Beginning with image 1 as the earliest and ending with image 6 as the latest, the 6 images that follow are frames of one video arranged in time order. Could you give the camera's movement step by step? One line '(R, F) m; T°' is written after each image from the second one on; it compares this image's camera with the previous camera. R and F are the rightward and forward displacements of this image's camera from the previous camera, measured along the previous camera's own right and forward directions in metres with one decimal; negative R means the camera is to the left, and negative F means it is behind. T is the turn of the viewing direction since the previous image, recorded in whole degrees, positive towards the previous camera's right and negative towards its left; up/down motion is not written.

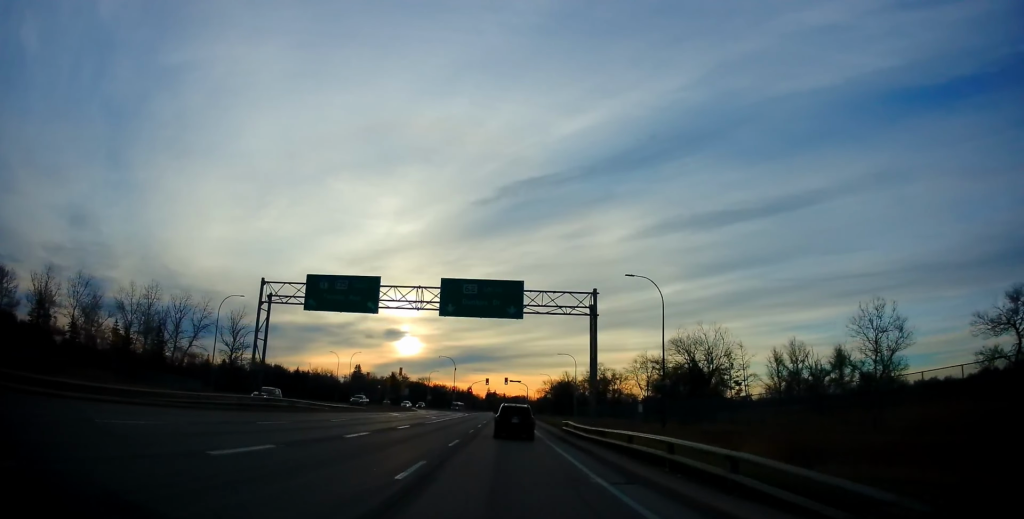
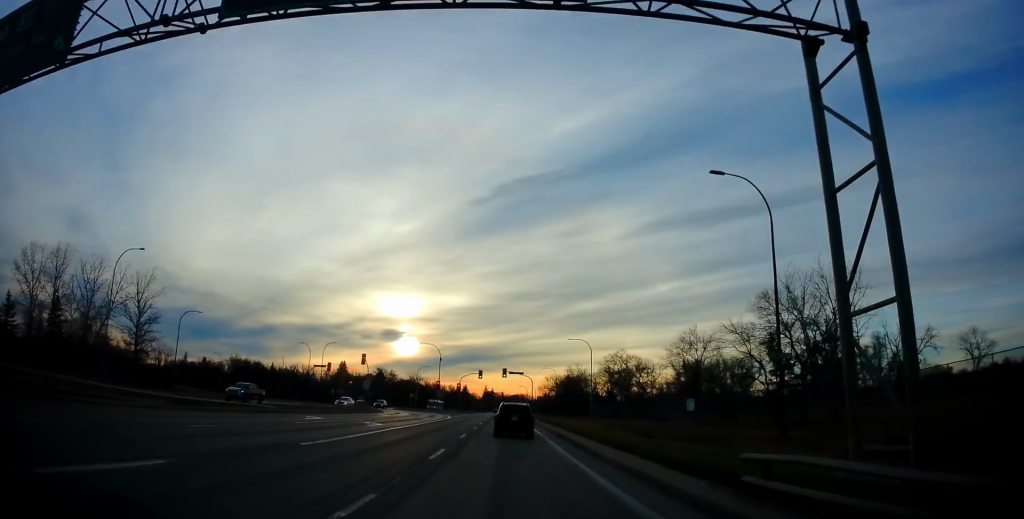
(+0.3, +23.4) m; +1°
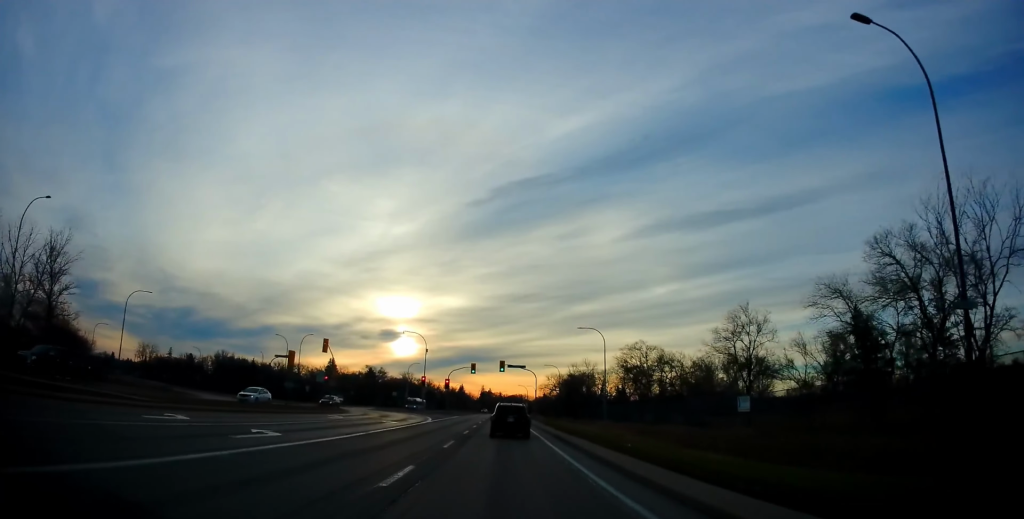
(-0.1, +14.3) m; 0°
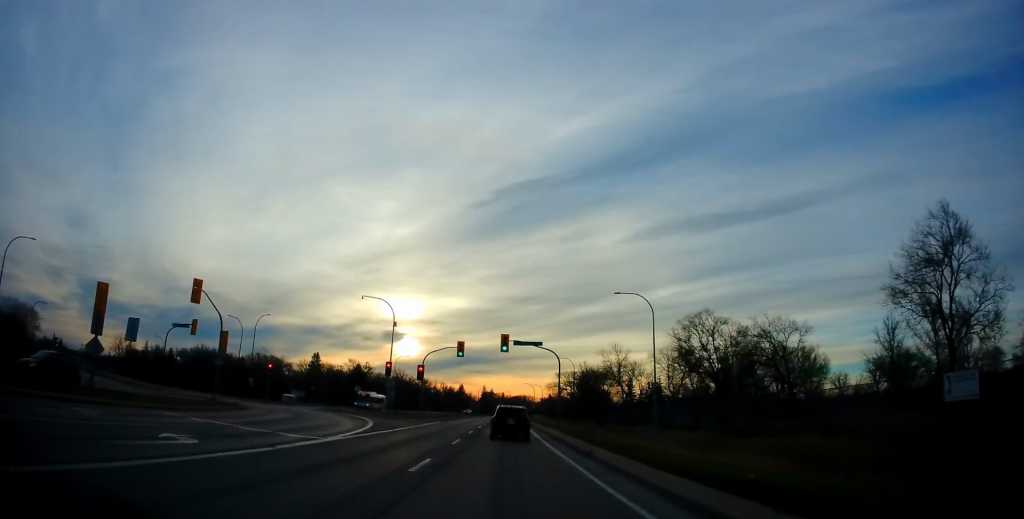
(0.0, +24.8) m; +1°
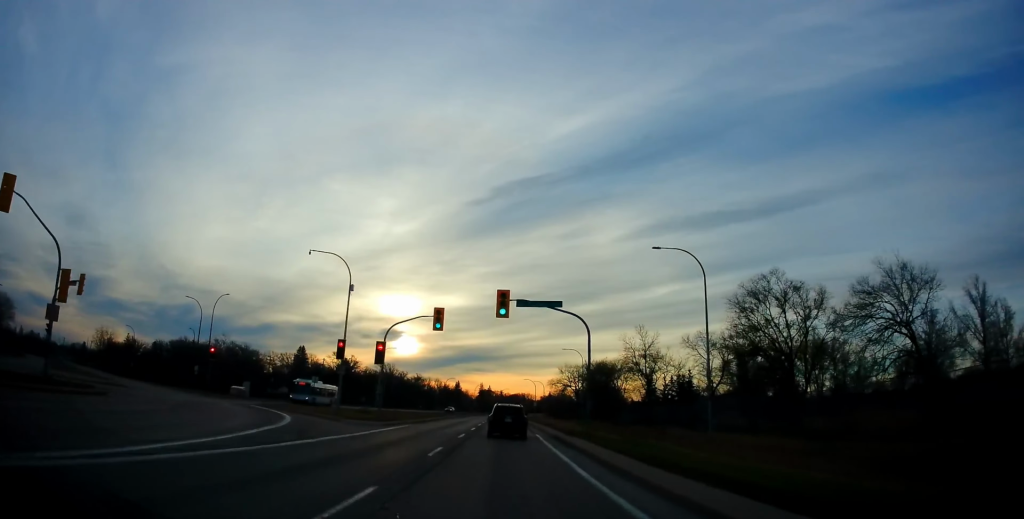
(+0.3, +14.9) m; -1°
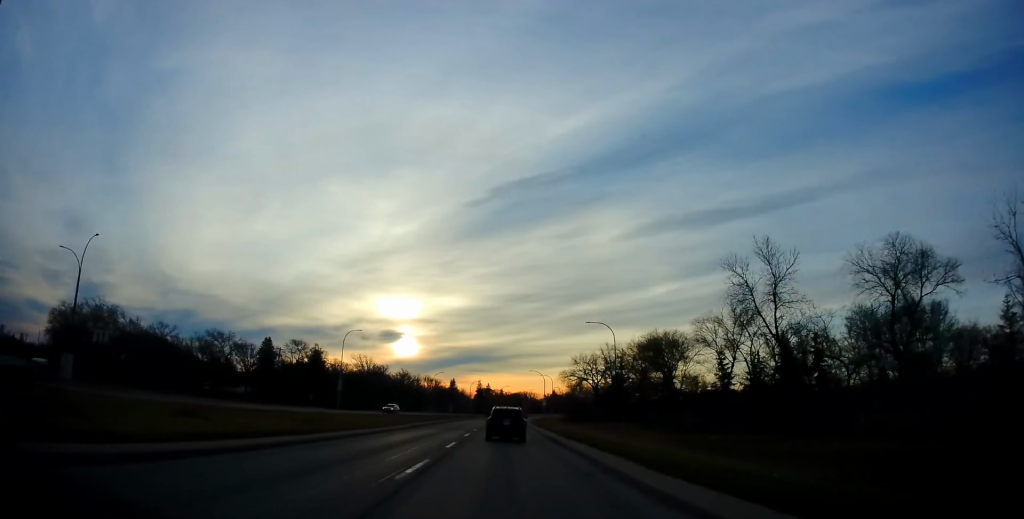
(-0.6, +30.5) m; -1°
